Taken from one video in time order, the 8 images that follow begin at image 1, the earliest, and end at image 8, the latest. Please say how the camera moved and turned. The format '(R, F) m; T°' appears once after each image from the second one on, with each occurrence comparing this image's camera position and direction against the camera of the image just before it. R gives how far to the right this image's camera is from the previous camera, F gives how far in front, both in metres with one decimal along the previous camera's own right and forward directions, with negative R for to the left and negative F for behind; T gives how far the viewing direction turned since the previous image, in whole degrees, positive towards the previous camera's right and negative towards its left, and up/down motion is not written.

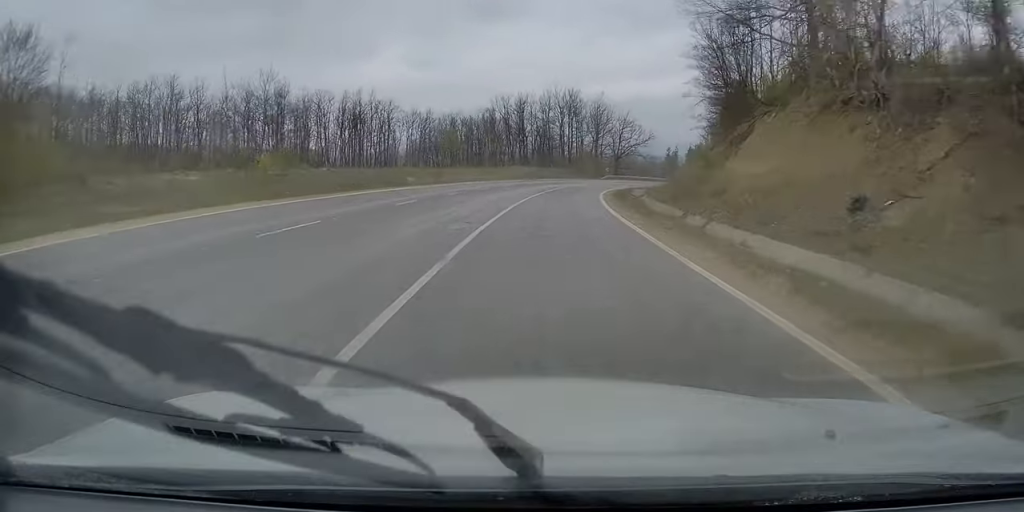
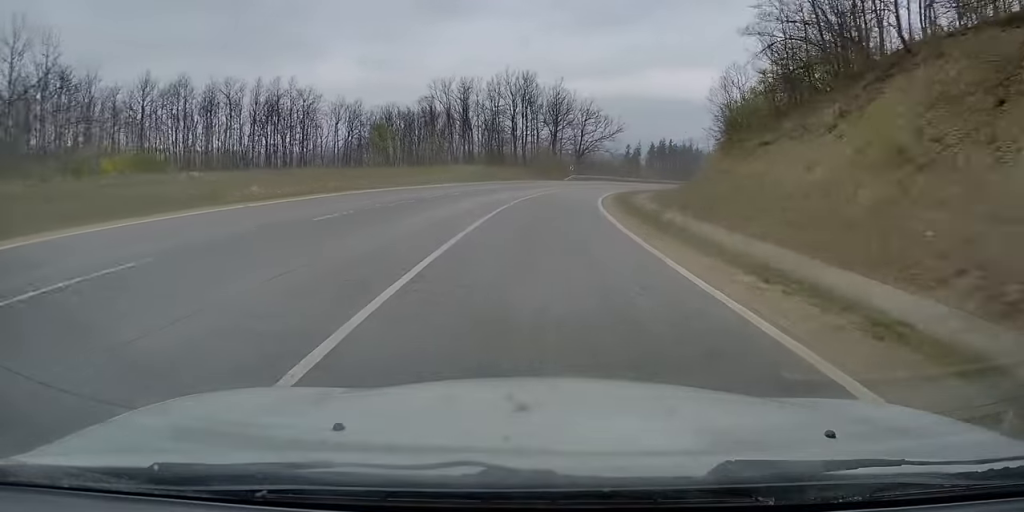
(+0.6, +23.6) m; +4°
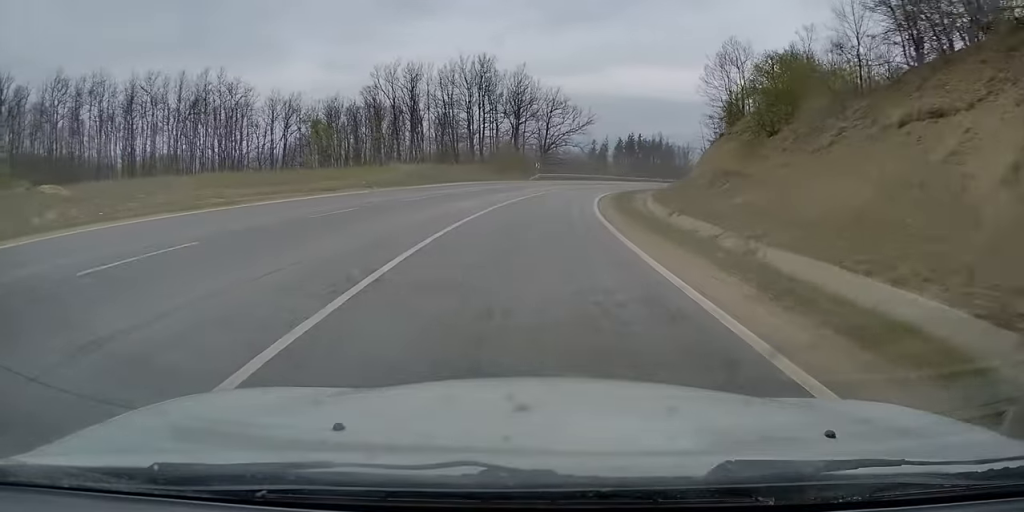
(+0.4, +15.5) m; +4°
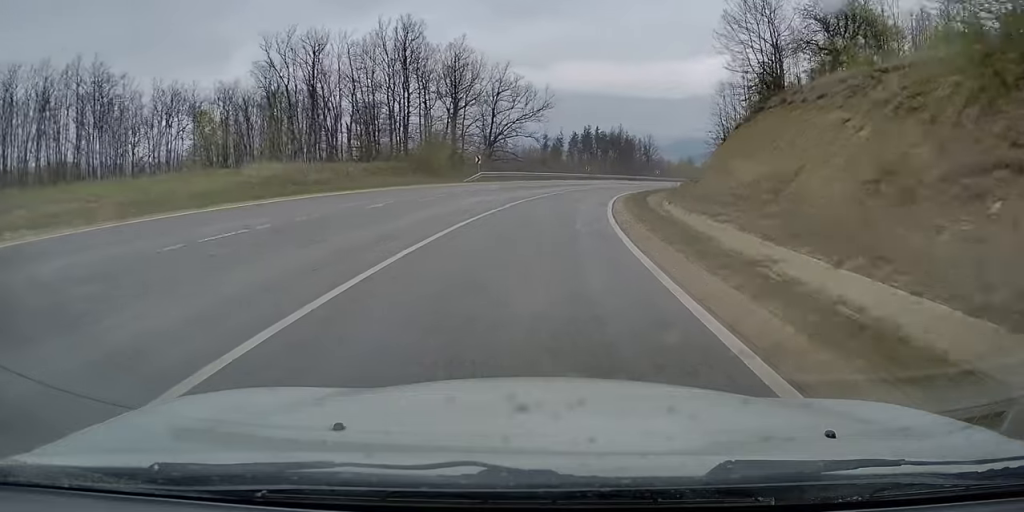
(+1.3, +24.2) m; +6°
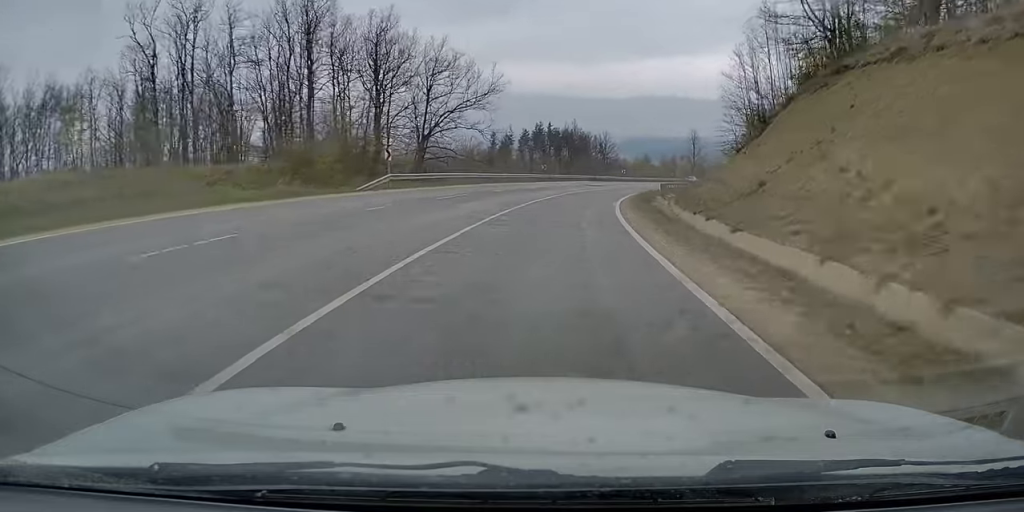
(+0.8, +18.3) m; +5°
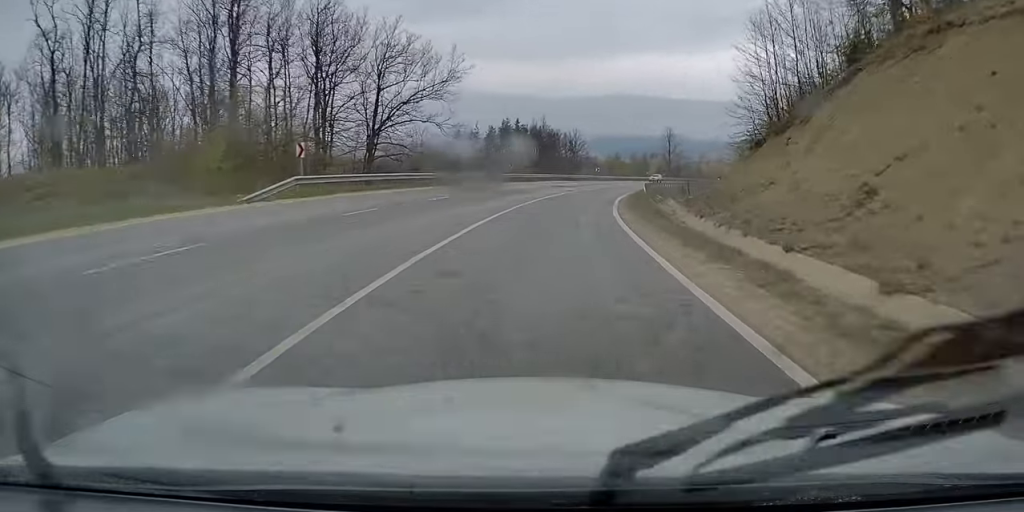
(+0.2, +9.6) m; +2°
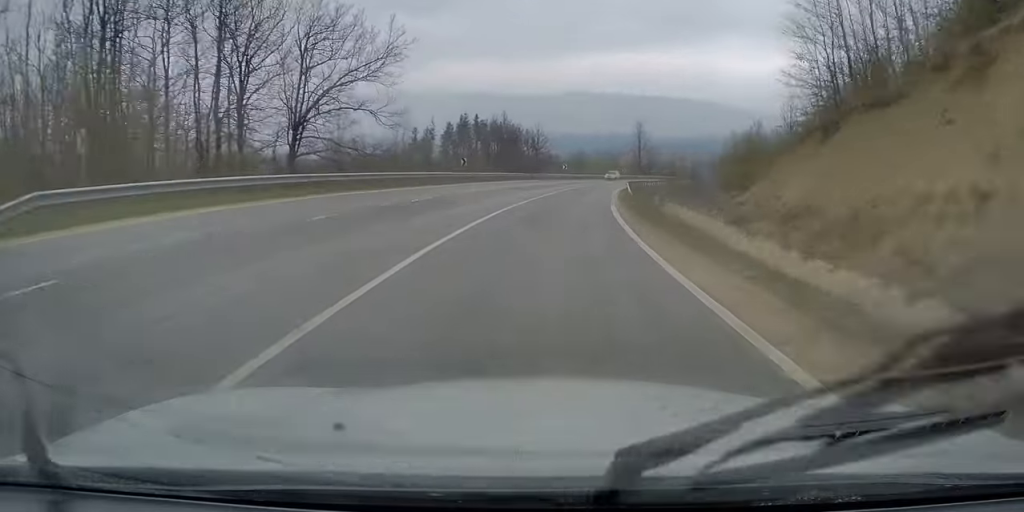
(+0.3, +12.3) m; +3°
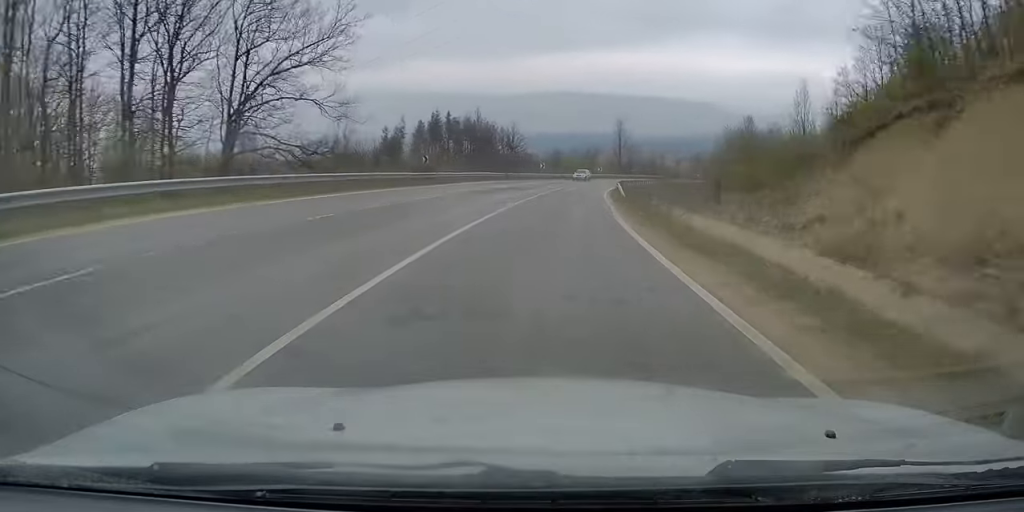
(+0.1, +8.2) m; +2°
